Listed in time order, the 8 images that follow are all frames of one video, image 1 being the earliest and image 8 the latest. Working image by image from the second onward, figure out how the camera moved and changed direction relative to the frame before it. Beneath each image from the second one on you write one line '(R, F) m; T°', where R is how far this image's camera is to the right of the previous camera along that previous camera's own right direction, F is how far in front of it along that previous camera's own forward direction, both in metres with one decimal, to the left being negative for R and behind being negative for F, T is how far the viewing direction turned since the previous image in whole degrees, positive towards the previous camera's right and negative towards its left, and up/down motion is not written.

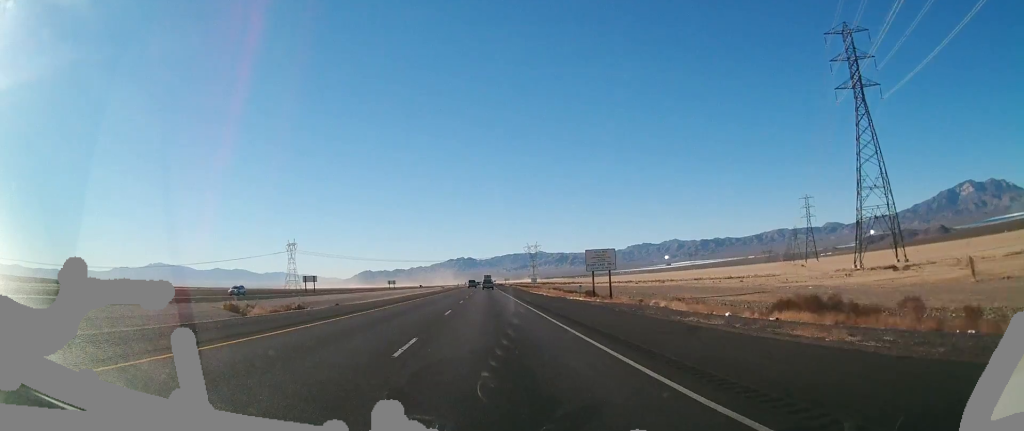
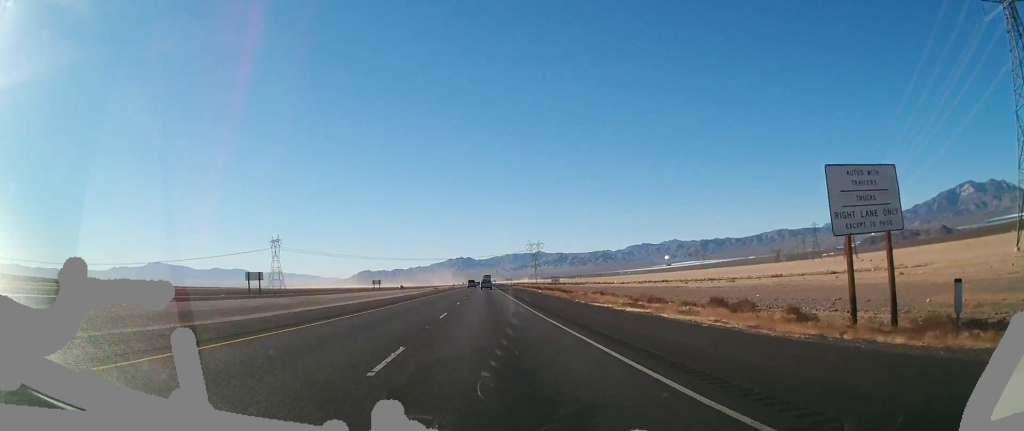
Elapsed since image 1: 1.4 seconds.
(+0.2, +45.5) m; 0°
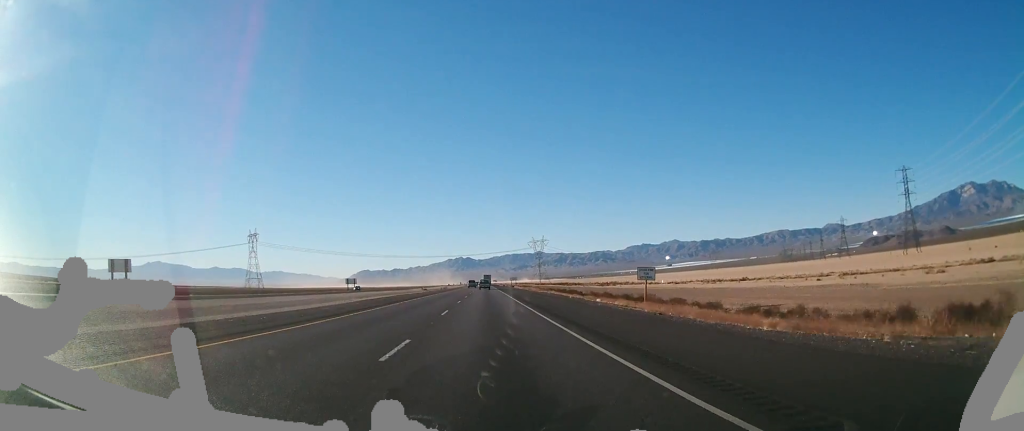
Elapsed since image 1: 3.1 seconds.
(-0.2, +56.7) m; 0°
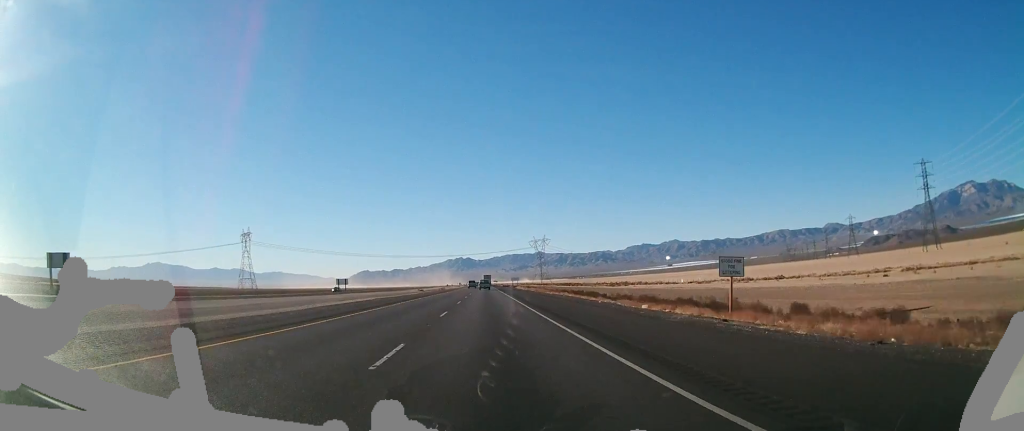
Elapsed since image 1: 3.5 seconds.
(+0.1, +15.5) m; 0°
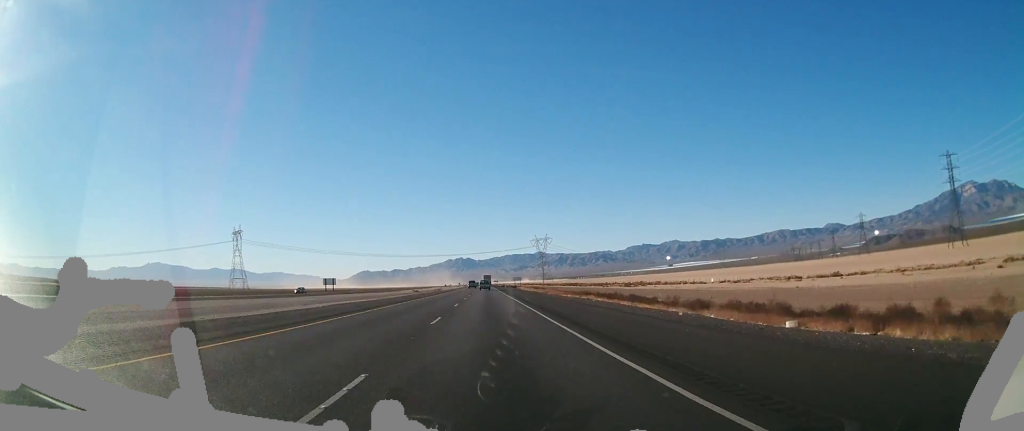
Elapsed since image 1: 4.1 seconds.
(0.0, +18.8) m; 0°
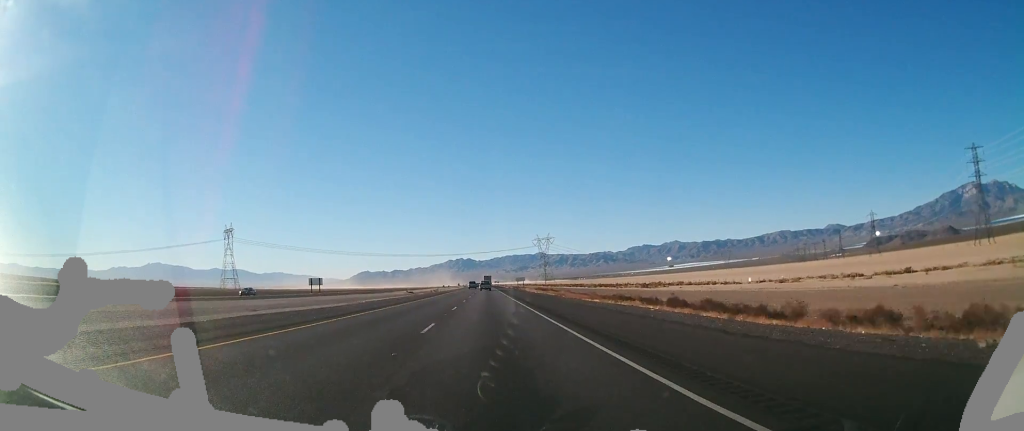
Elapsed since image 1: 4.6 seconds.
(0.0, +17.7) m; 0°
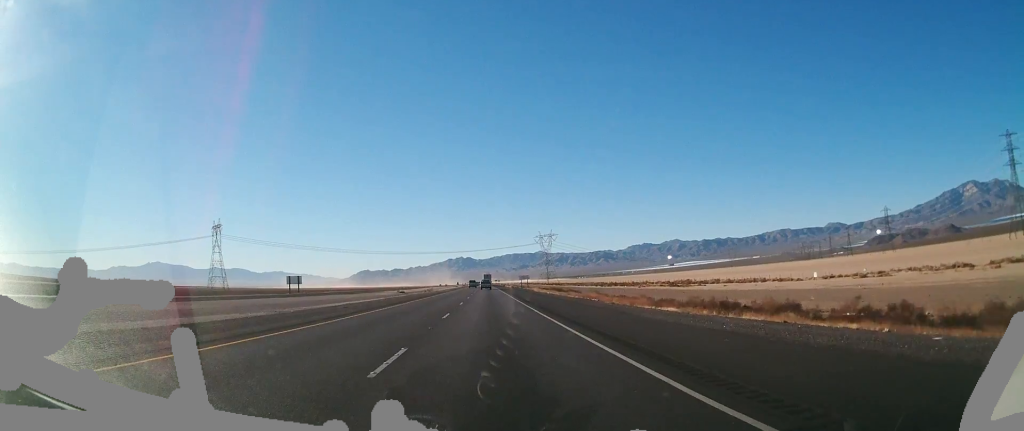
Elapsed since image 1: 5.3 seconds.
(0.0, +22.2) m; 0°
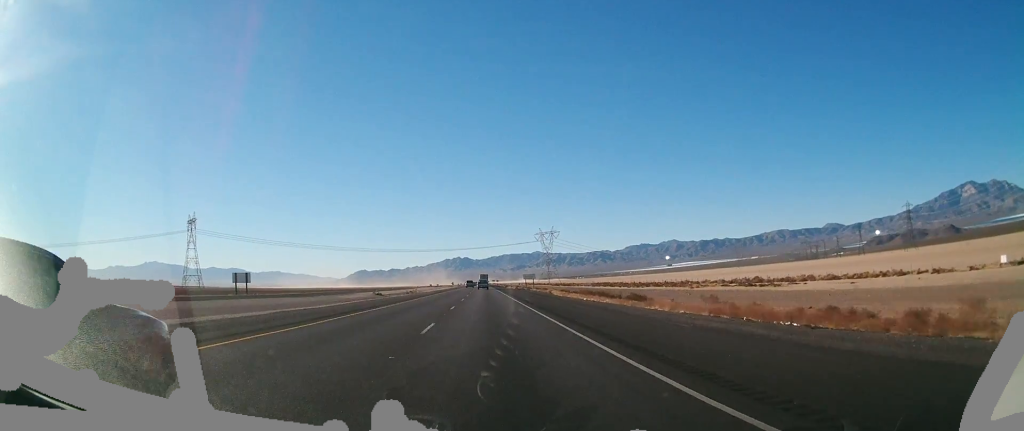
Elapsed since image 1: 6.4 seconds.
(-0.1, +36.6) m; 0°
